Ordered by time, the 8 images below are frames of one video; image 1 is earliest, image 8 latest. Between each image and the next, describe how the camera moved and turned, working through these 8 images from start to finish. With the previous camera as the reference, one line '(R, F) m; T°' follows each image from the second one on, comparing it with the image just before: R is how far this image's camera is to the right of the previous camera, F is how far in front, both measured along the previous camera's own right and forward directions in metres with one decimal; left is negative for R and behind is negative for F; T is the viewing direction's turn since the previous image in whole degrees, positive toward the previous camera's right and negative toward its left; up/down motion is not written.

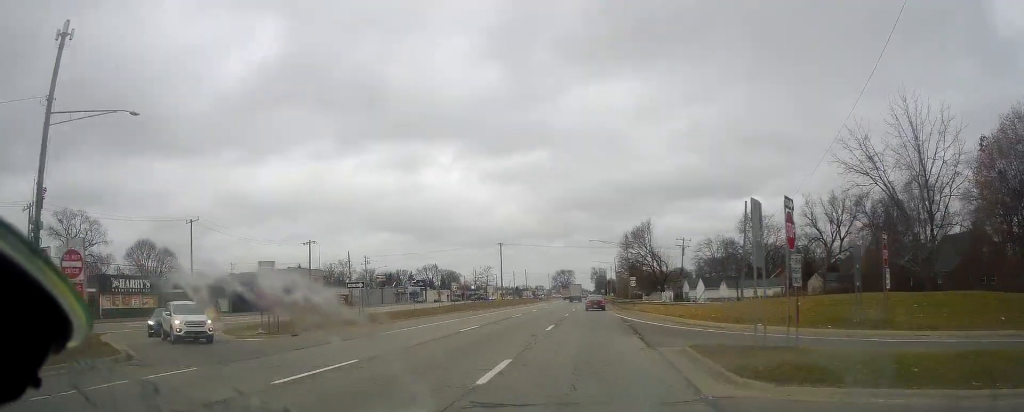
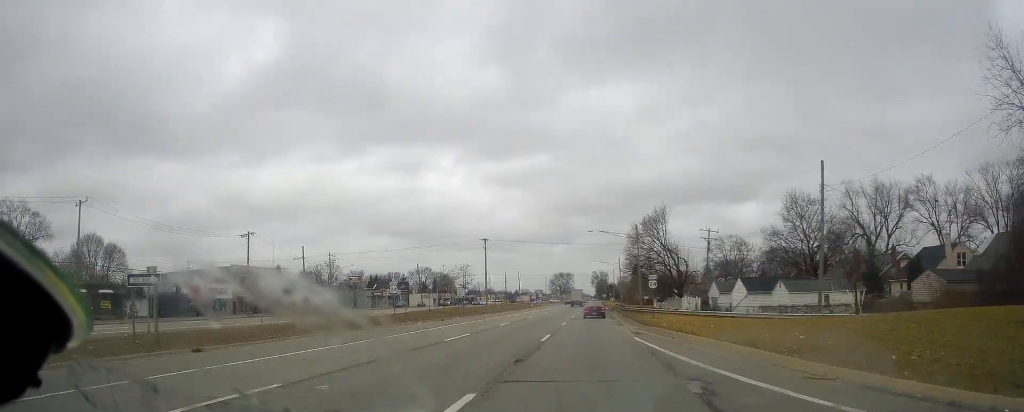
(-0.2, +20.4) m; +1°
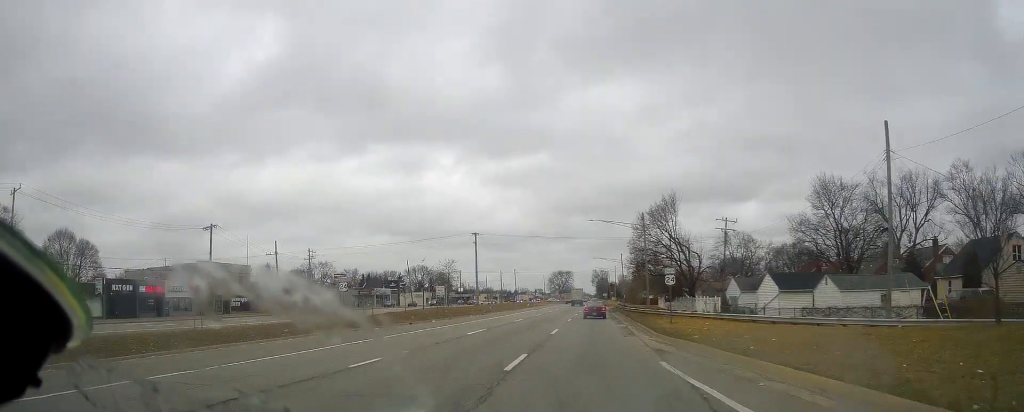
(0.0, +9.6) m; +1°
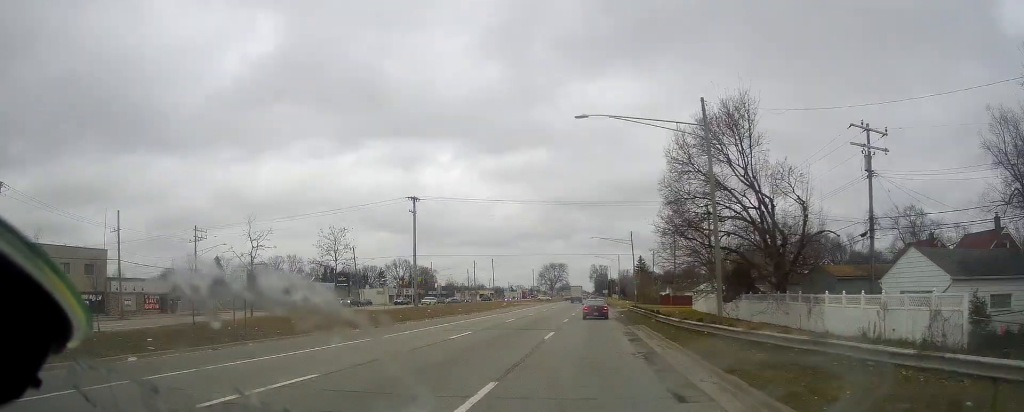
(+0.6, +35.9) m; -1°
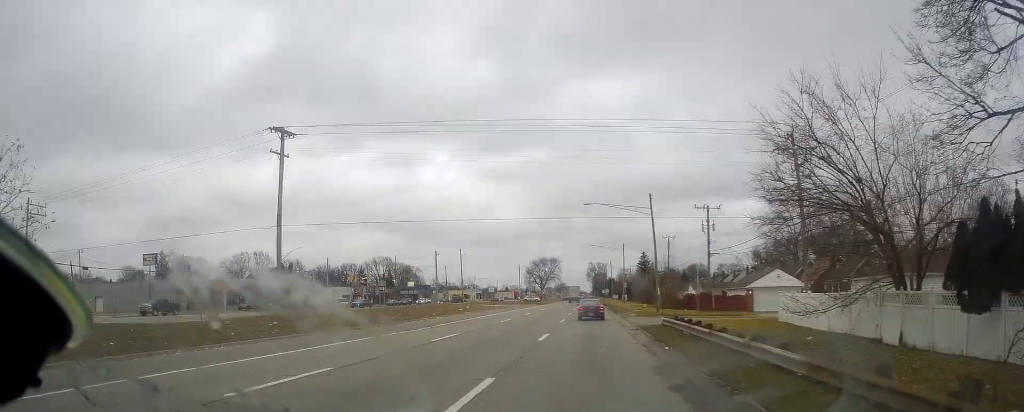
(0.0, +30.9) m; +1°
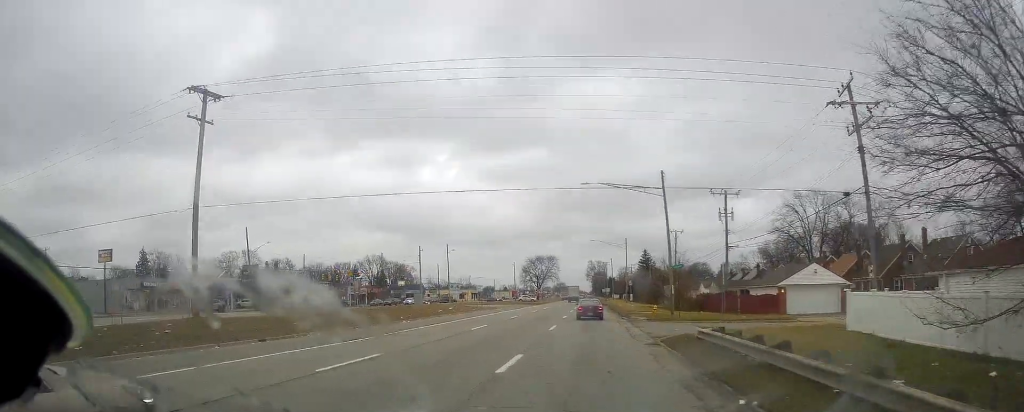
(+0.3, +9.6) m; +1°
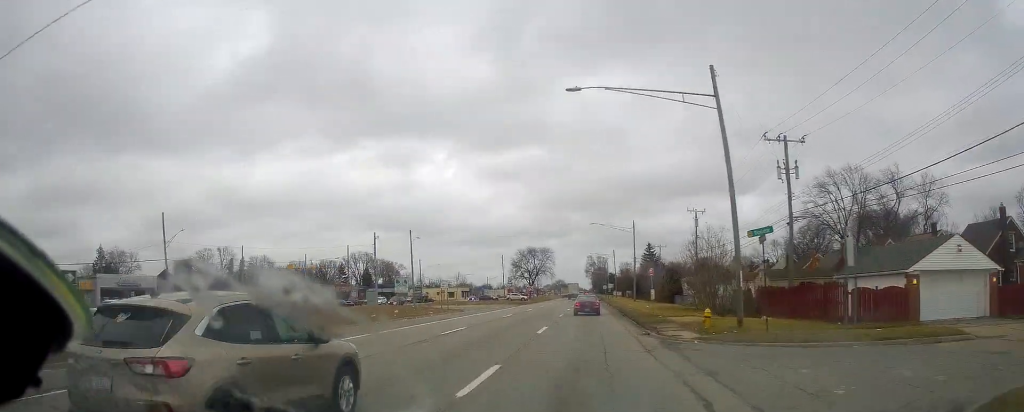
(-0.3, +19.8) m; 0°
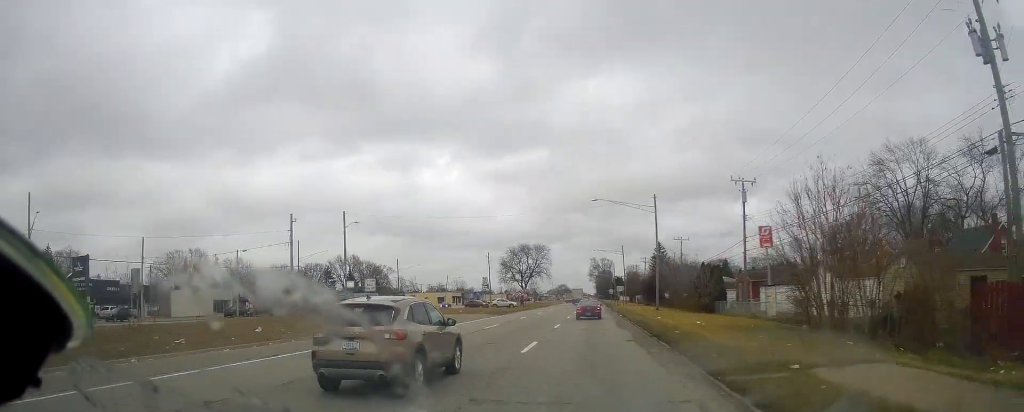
(+0.3, +22.9) m; -1°
